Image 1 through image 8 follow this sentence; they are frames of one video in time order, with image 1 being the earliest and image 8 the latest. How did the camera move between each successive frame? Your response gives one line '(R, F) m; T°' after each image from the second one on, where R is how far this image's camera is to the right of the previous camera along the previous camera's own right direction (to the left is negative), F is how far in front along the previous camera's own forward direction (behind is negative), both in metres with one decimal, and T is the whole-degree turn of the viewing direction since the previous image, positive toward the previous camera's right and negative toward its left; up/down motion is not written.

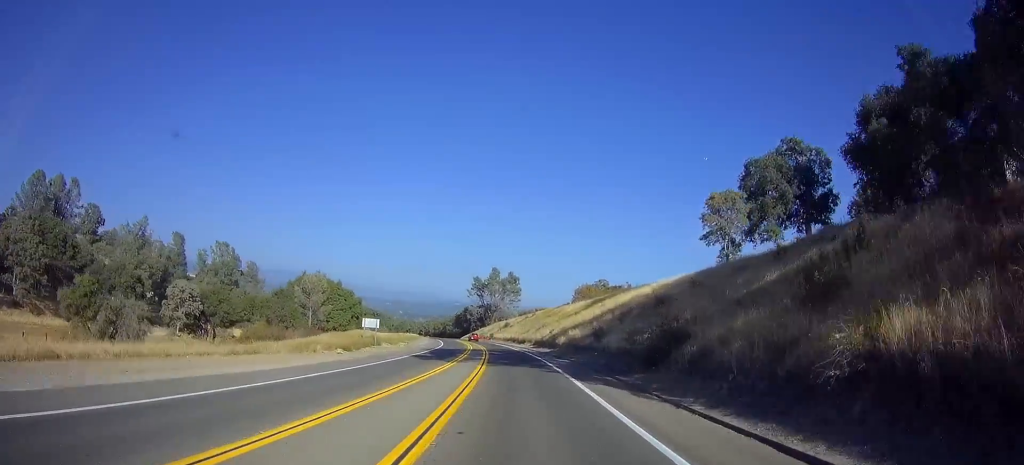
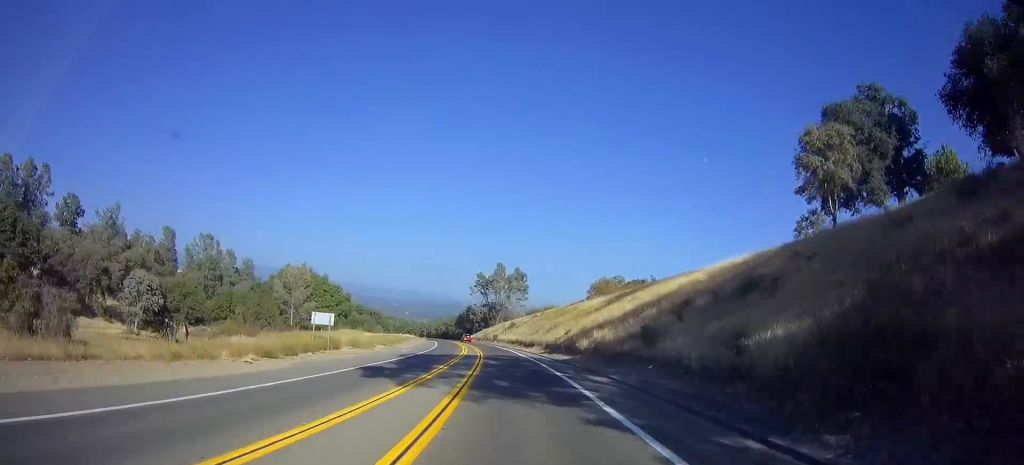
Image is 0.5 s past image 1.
(0.0, +13.3) m; -1°
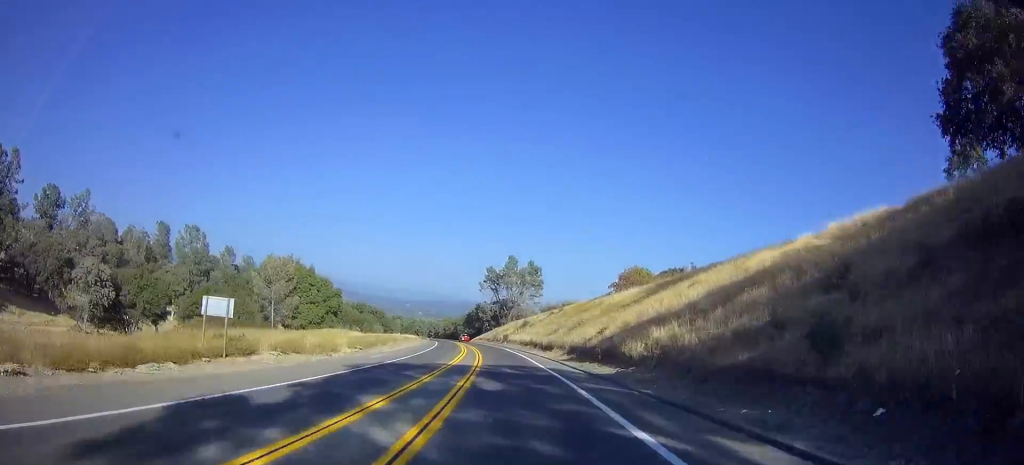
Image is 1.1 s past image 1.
(-0.4, +14.1) m; -1°
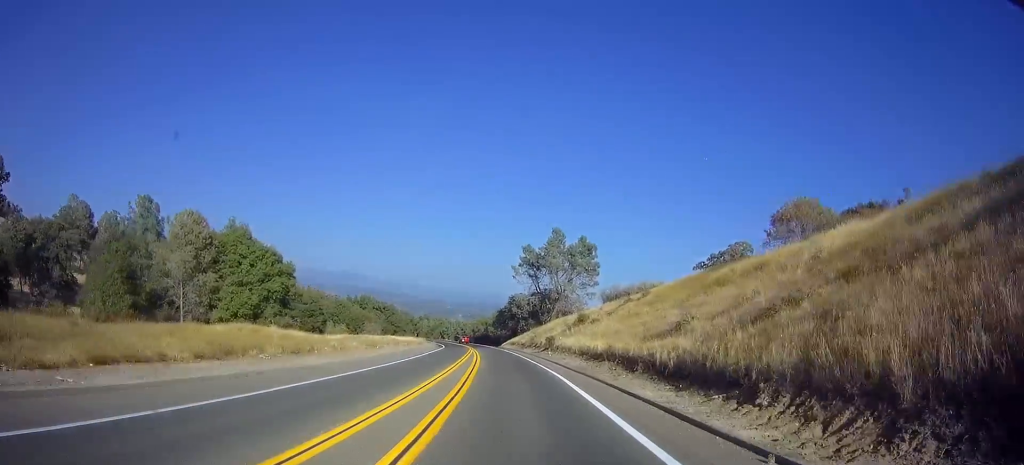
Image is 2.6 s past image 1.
(-0.8, +36.8) m; -2°
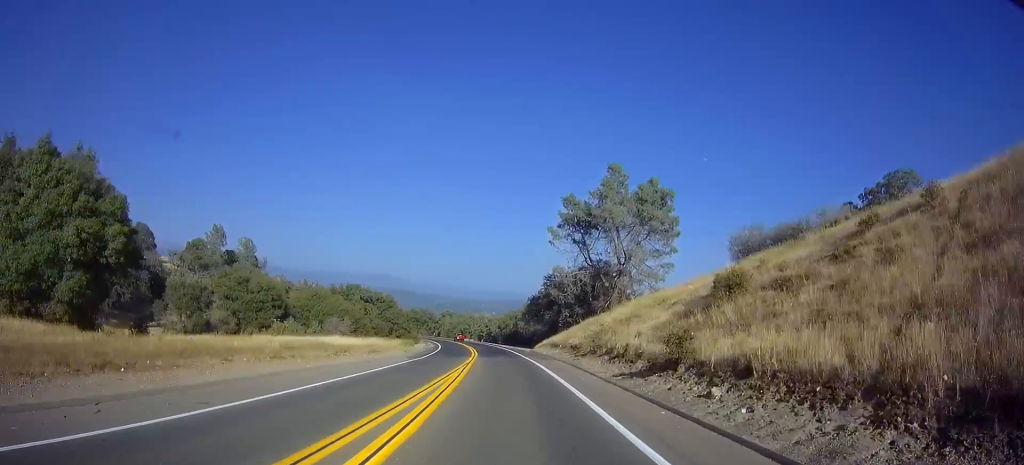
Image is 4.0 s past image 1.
(-0.7, +35.6) m; -2°
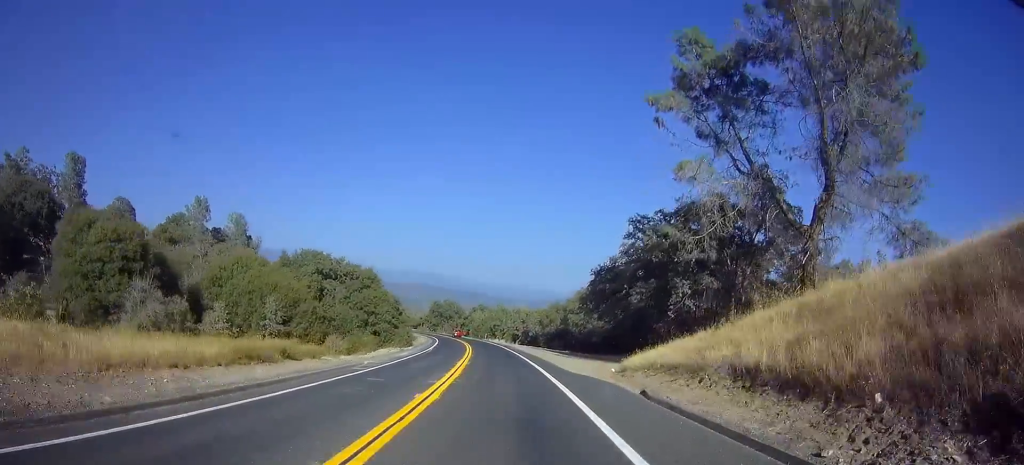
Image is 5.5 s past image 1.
(-1.5, +40.8) m; -4°
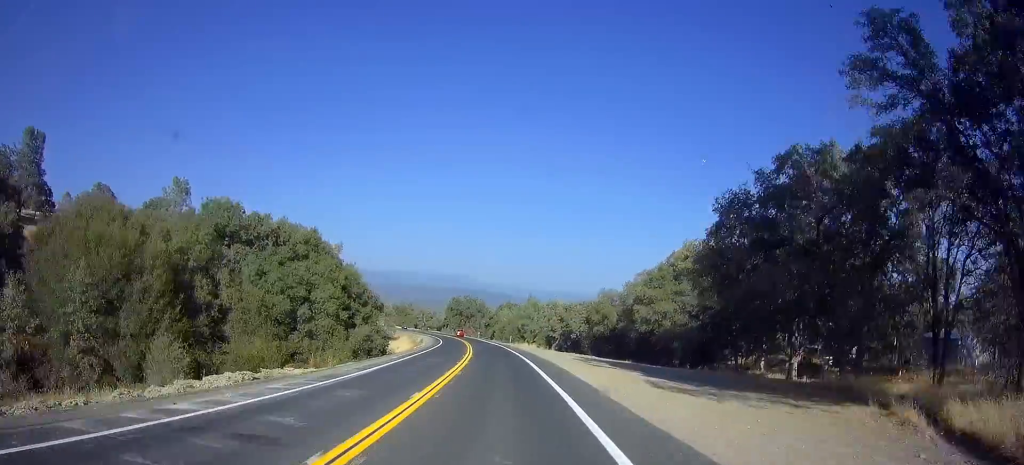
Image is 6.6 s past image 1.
(-0.9, +29.2) m; -5°
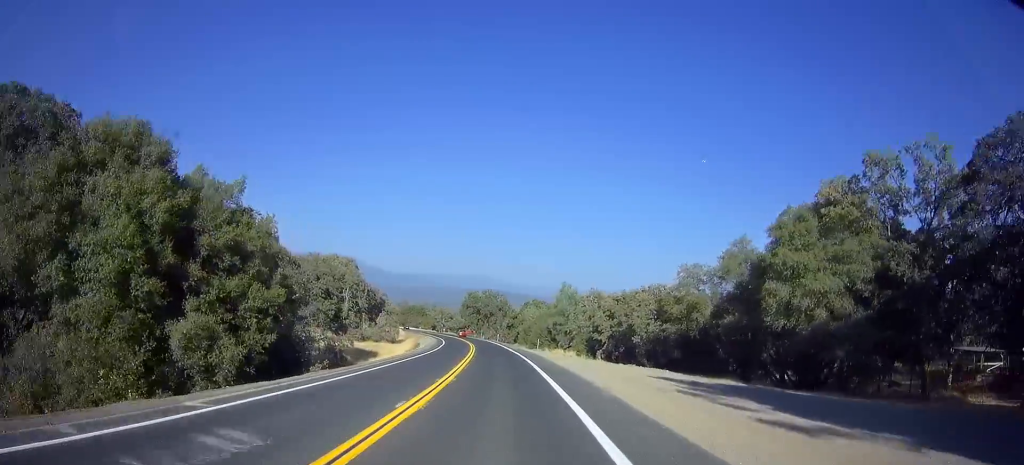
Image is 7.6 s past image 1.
(-1.1, +24.6) m; -6°
